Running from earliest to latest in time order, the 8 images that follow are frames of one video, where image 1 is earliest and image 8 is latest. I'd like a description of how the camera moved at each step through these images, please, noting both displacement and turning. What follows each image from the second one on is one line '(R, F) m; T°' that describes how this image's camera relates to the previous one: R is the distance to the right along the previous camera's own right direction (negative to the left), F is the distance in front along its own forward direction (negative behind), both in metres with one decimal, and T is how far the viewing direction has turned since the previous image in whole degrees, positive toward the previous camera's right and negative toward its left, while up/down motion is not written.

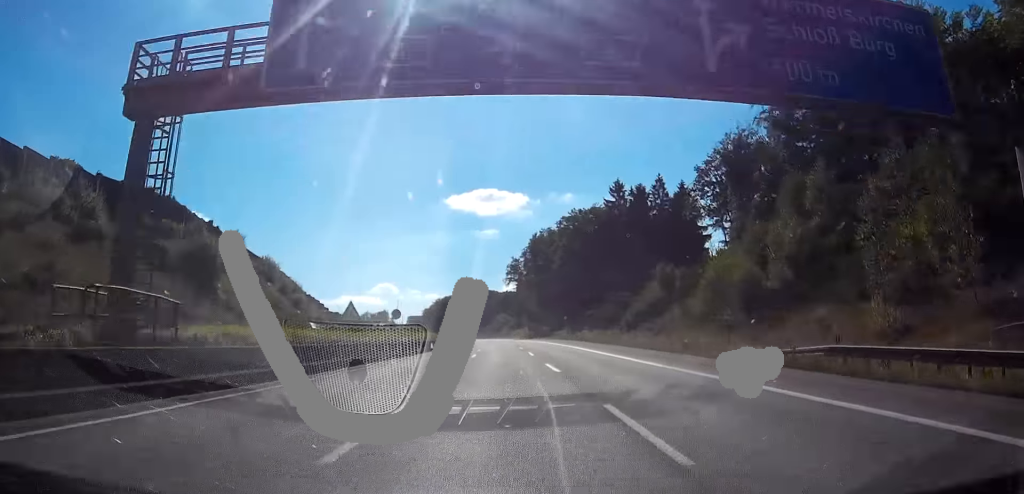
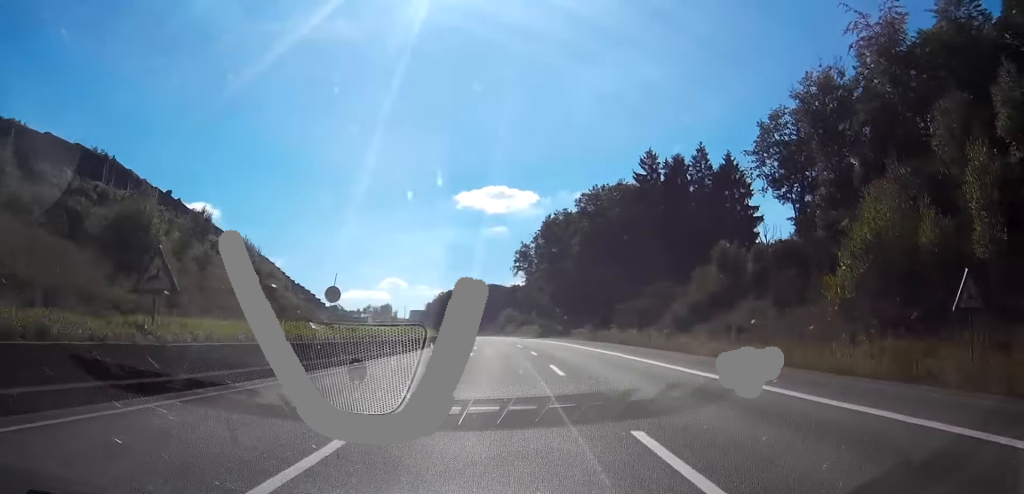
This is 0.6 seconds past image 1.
(0.0, +20.6) m; 0°
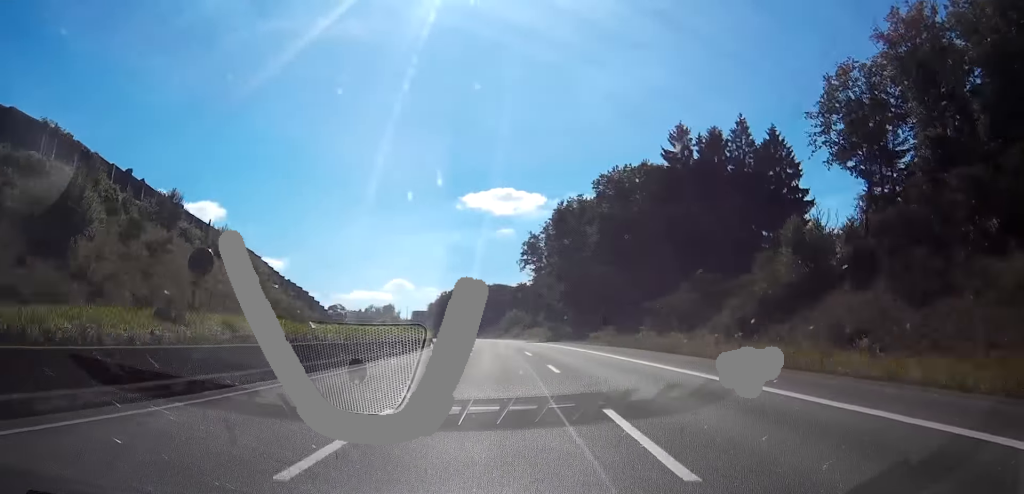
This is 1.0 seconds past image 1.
(0.0, +14.8) m; -1°
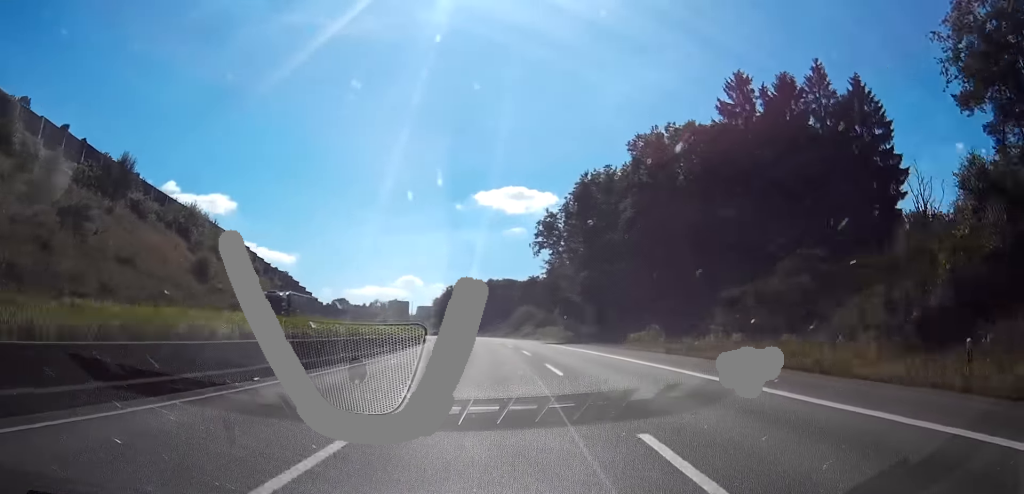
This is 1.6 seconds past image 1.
(+0.2, +19.4) m; -1°
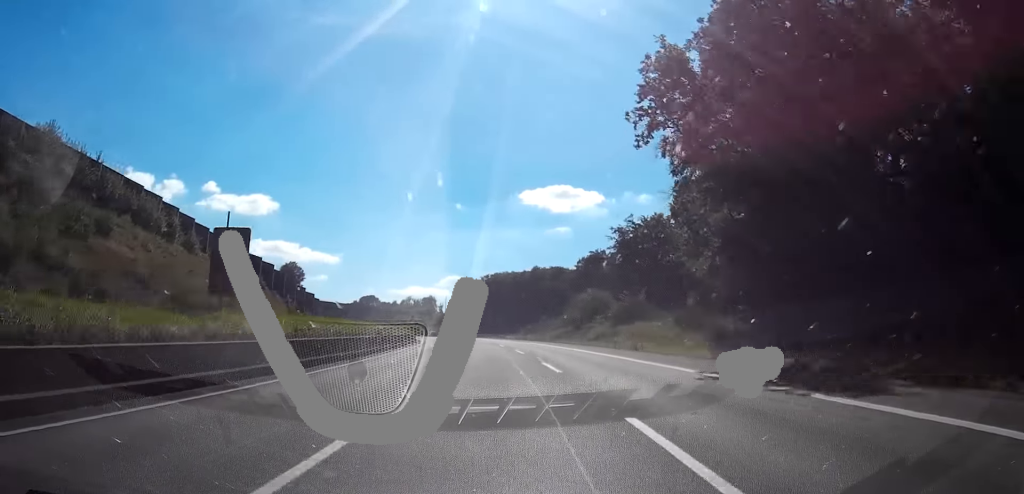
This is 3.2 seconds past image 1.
(-2.8, +53.1) m; -5°
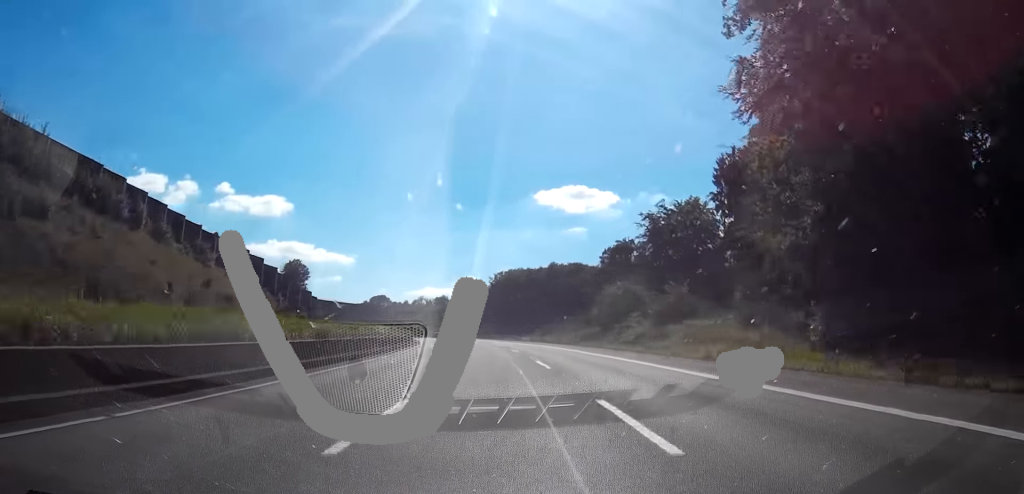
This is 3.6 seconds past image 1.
(-0.1, +14.7) m; -1°
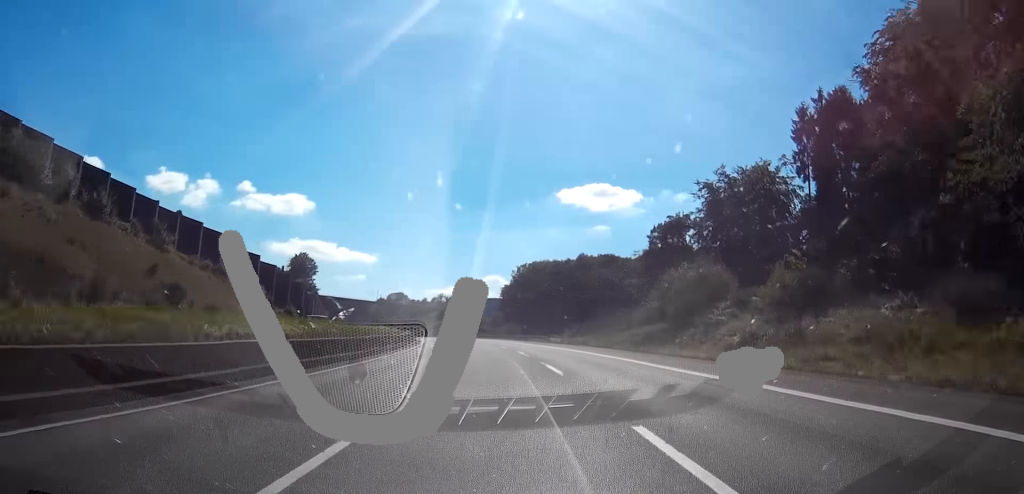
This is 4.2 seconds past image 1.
(-0.4, +21.3) m; -2°
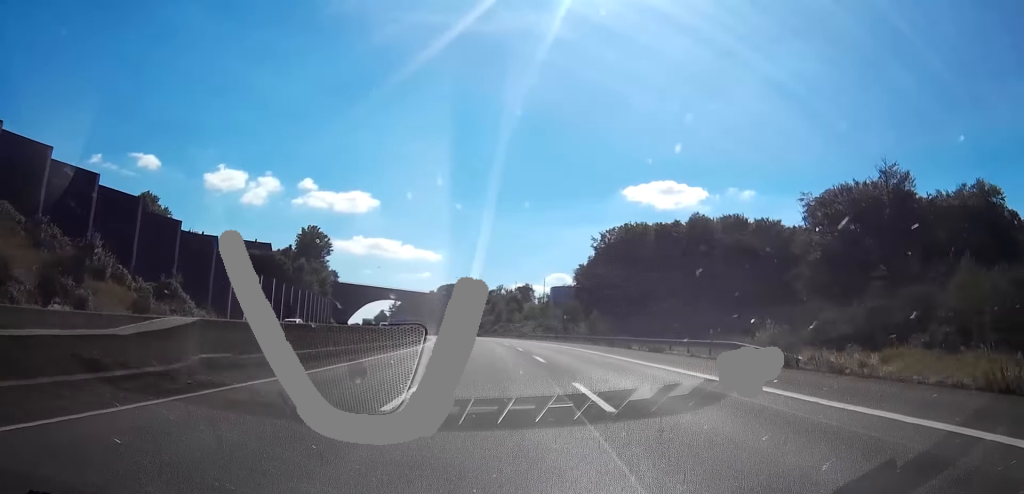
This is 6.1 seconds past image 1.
(-2.8, +63.9) m; -4°
